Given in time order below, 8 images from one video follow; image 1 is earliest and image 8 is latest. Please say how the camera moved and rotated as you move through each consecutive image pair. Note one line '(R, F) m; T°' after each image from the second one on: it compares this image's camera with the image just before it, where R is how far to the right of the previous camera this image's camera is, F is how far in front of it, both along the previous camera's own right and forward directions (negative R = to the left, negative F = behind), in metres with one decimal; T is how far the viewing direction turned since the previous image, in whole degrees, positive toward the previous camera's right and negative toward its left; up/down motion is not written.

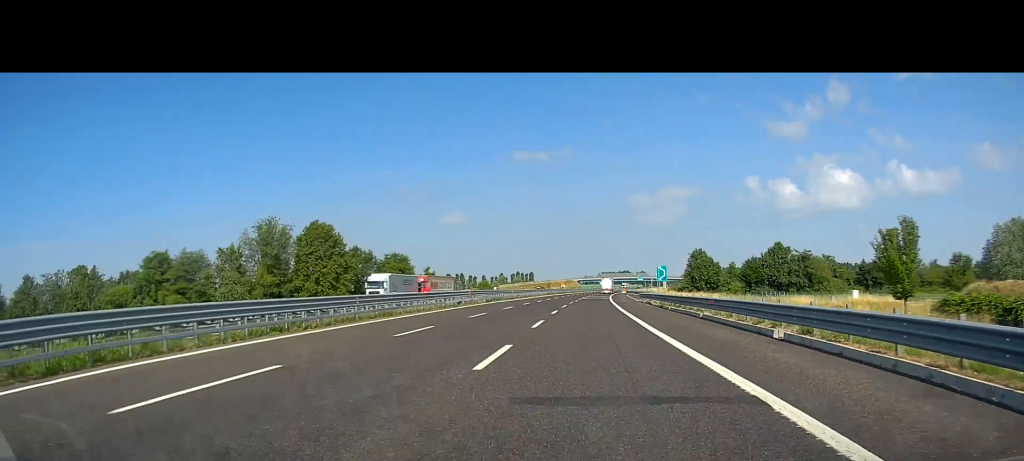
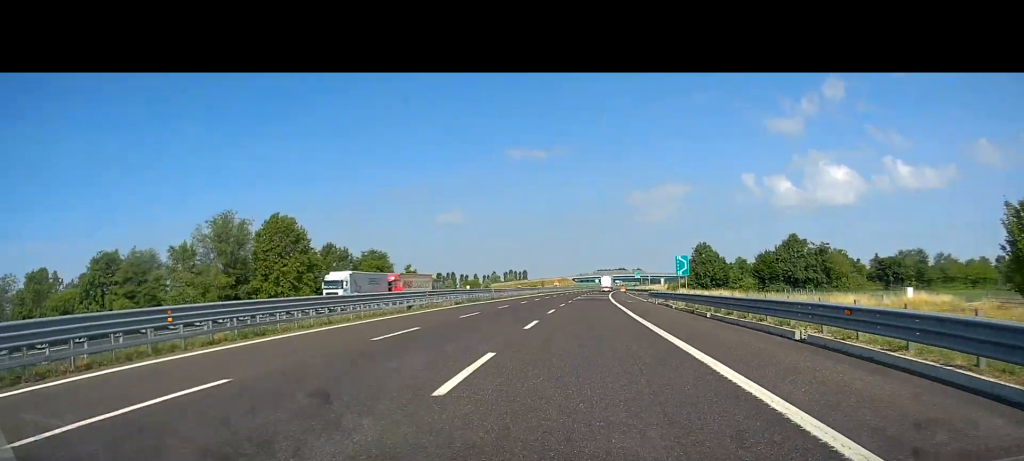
(0.0, +14.0) m; 0°
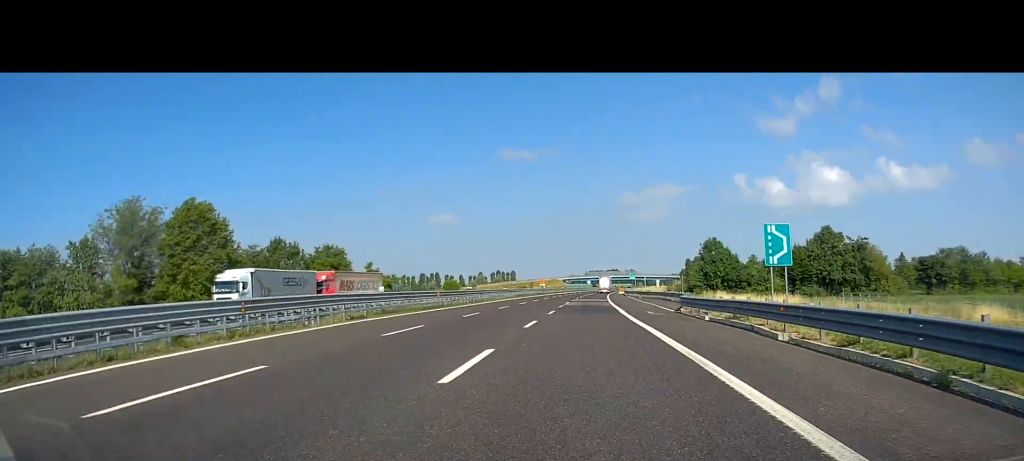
(0.0, +22.8) m; +1°
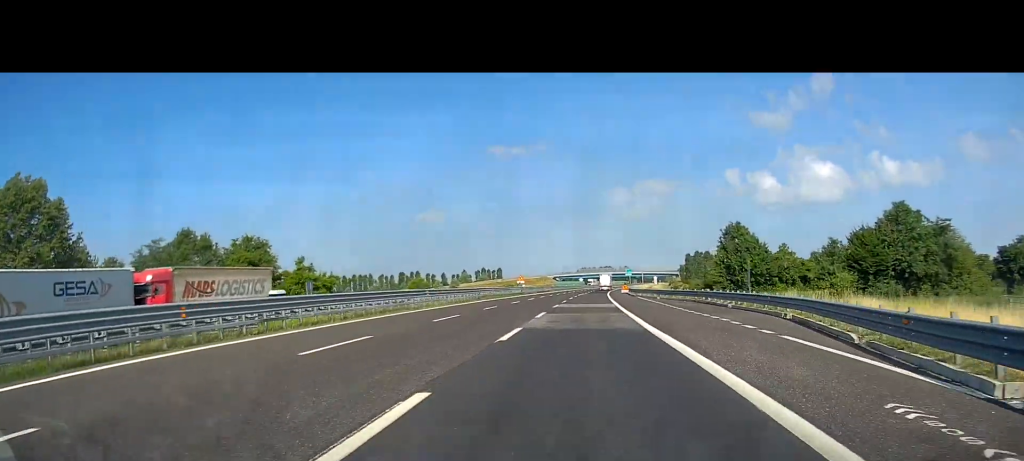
(+0.4, +29.7) m; +1°
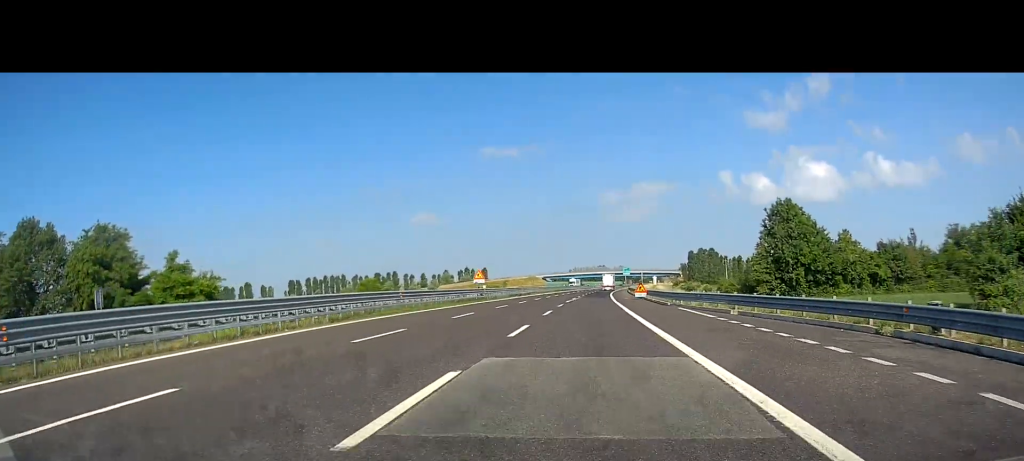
(-0.3, +33.2) m; 0°
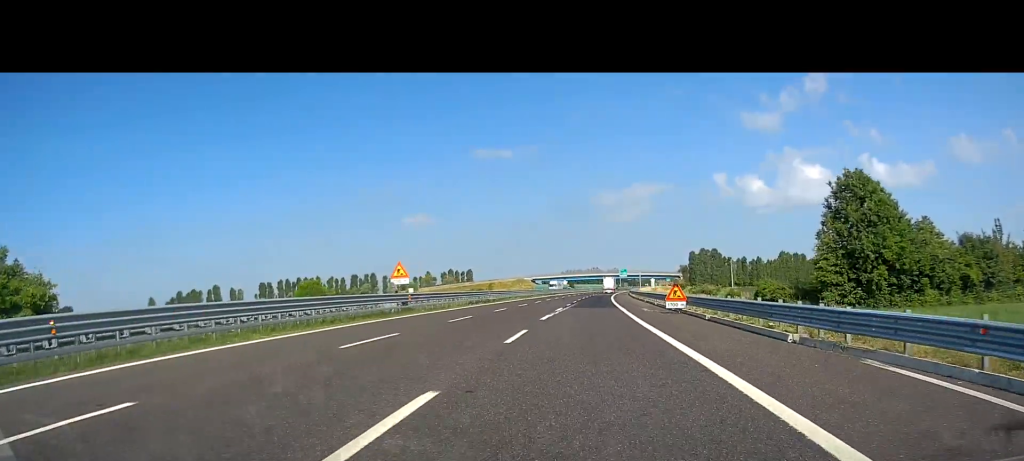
(+0.3, +25.4) m; +2°
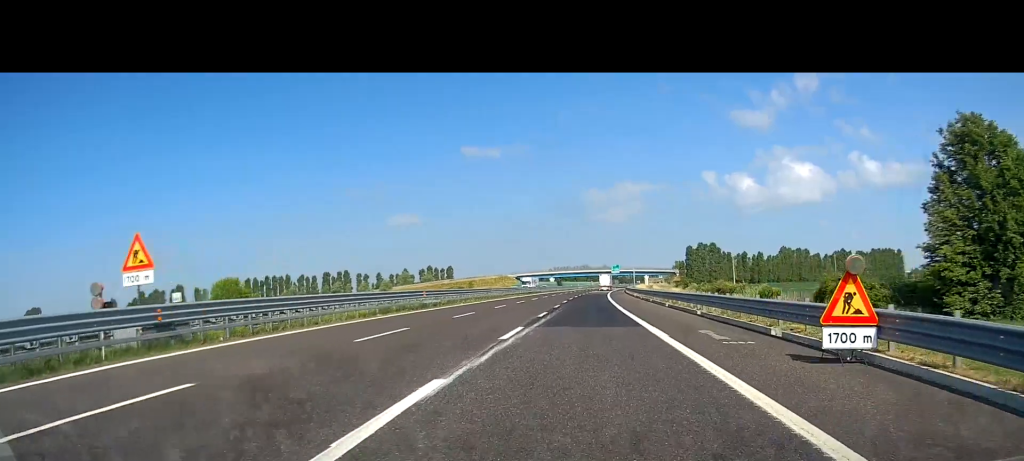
(+0.3, +22.8) m; +1°
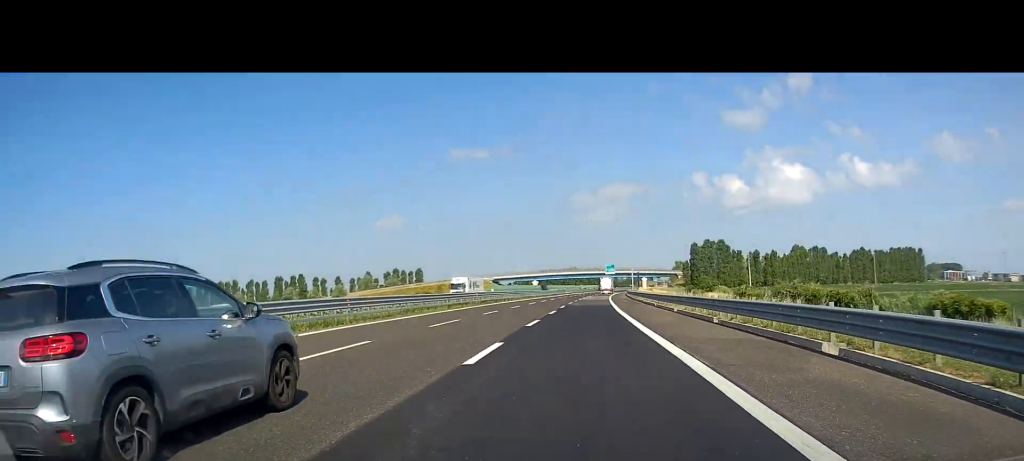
(+0.5, +39.6) m; +1°
